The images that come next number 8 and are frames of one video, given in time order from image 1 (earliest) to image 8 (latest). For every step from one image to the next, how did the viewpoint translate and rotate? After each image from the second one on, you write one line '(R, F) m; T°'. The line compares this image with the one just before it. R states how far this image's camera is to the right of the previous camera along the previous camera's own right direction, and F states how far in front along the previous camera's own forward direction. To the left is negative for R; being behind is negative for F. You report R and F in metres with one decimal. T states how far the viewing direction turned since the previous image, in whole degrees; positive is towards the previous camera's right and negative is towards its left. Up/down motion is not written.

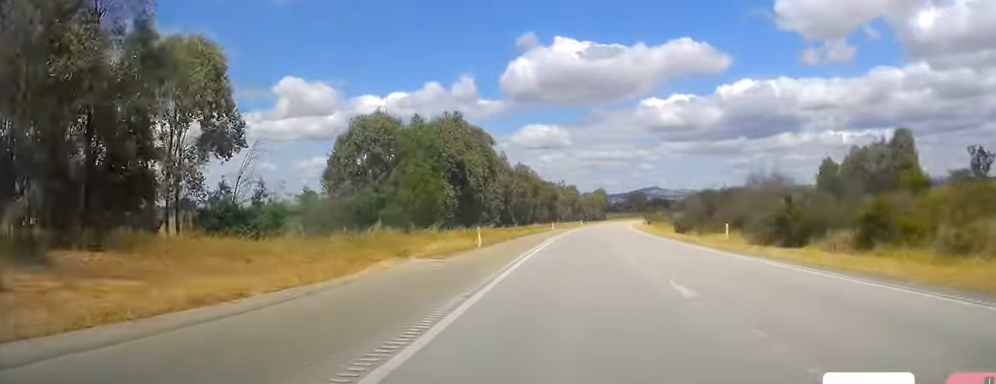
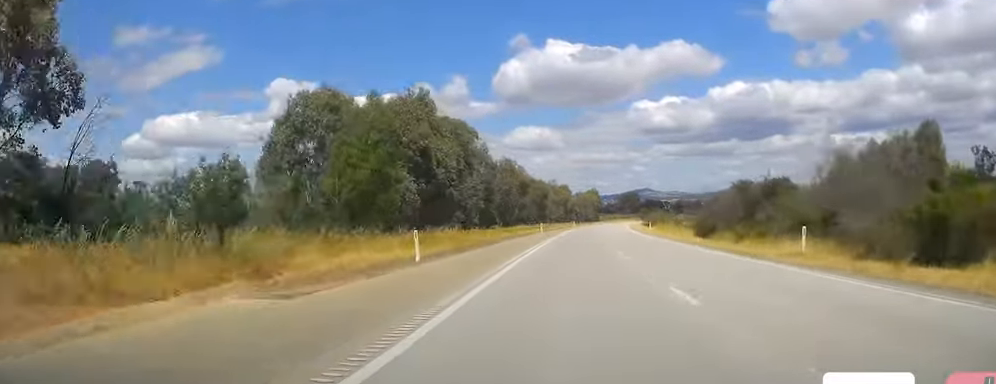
(+0.1, +13.4) m; +1°
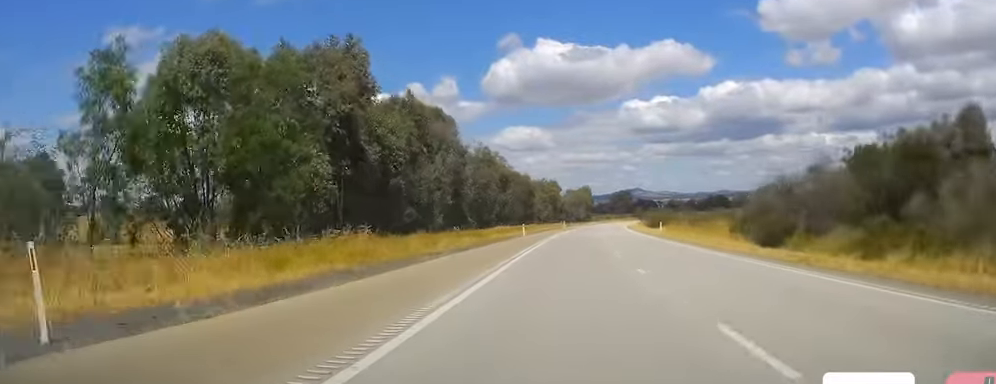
(+0.1, +17.2) m; 0°
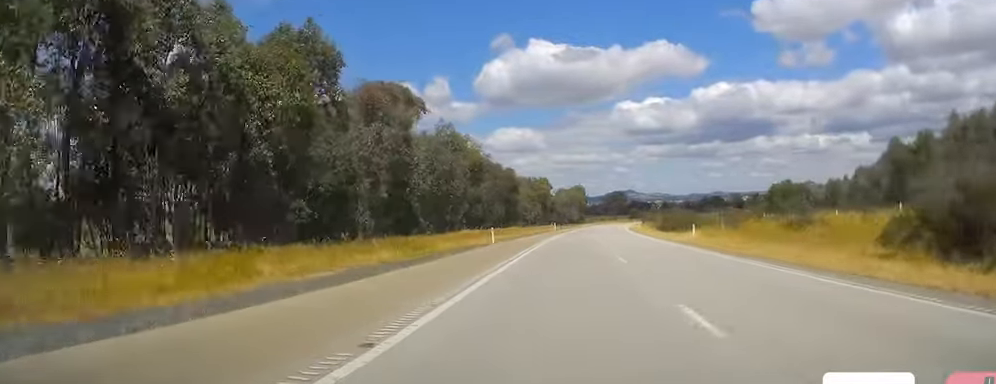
(+0.1, +21.1) m; 0°
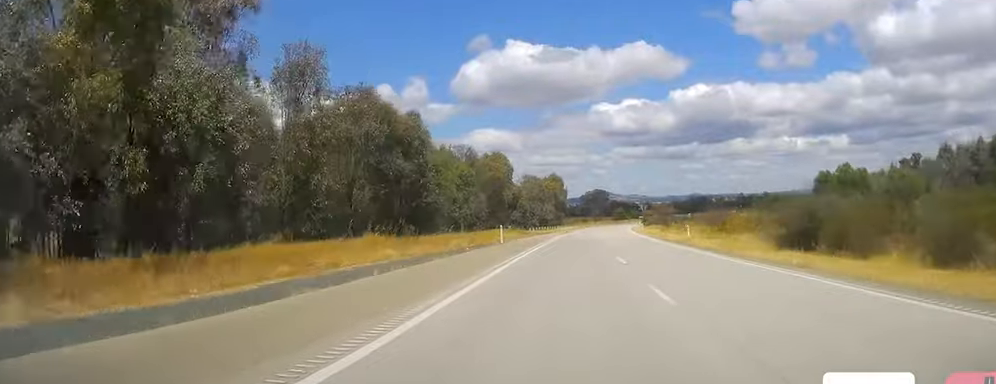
(+1.5, +56.6) m; +3°
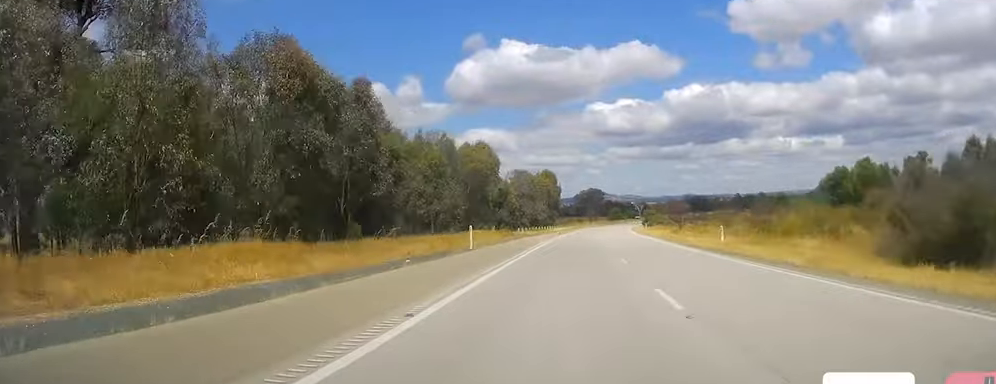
(+0.1, +12.4) m; 0°
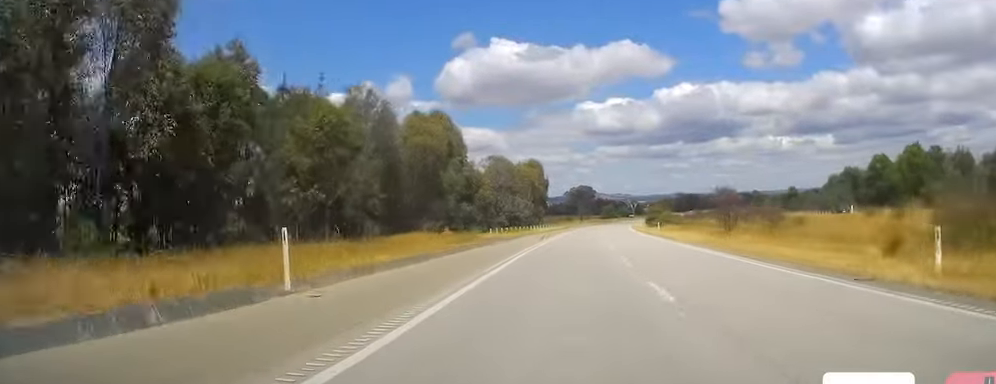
(+0.1, +22.9) m; 0°
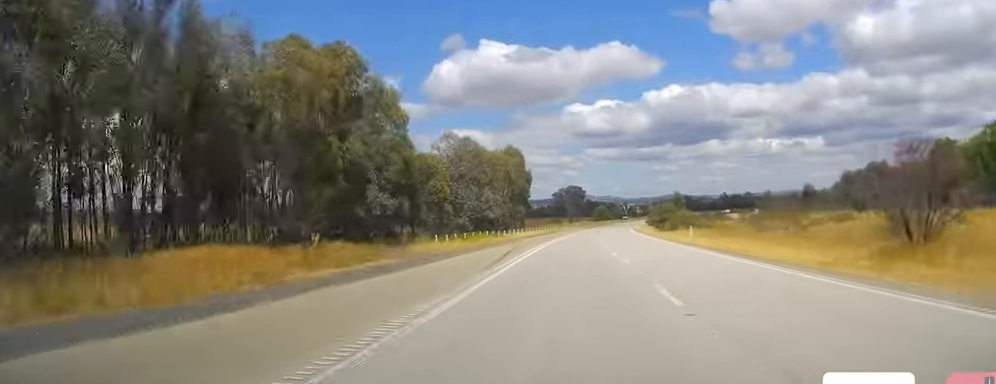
(0.0, +24.8) m; 0°
